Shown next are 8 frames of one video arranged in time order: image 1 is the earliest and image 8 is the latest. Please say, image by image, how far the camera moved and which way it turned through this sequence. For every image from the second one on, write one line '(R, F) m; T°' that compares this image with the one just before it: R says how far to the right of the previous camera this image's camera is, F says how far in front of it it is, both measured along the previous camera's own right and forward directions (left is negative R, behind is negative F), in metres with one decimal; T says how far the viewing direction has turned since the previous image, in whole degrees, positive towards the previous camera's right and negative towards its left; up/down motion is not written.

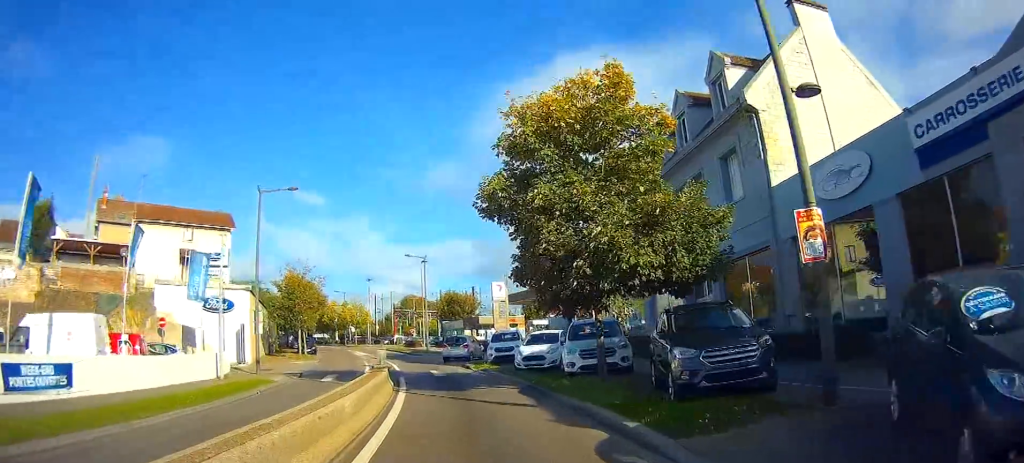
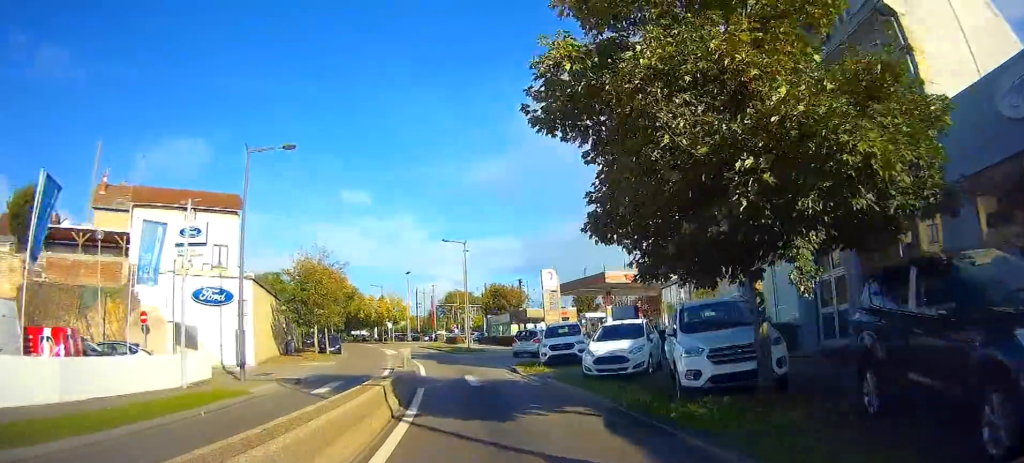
(-0.3, +6.5) m; -3°
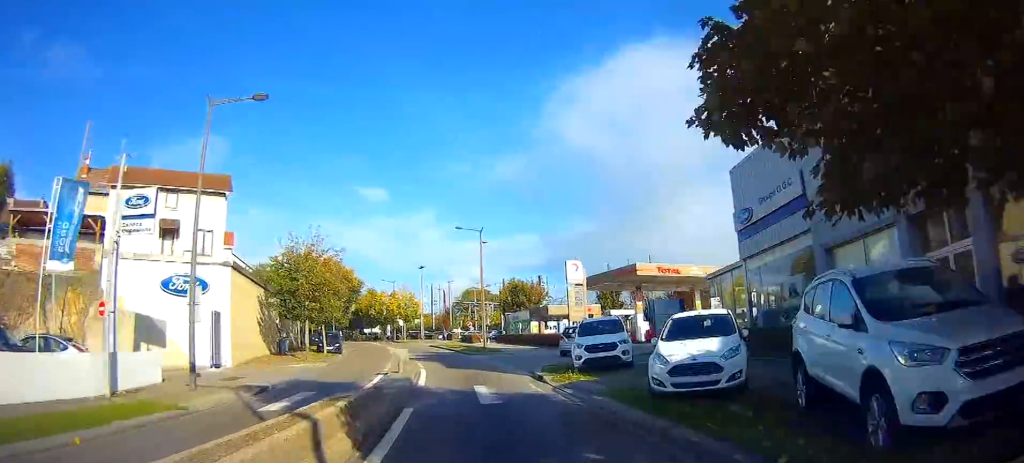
(-0.1, +5.1) m; -2°
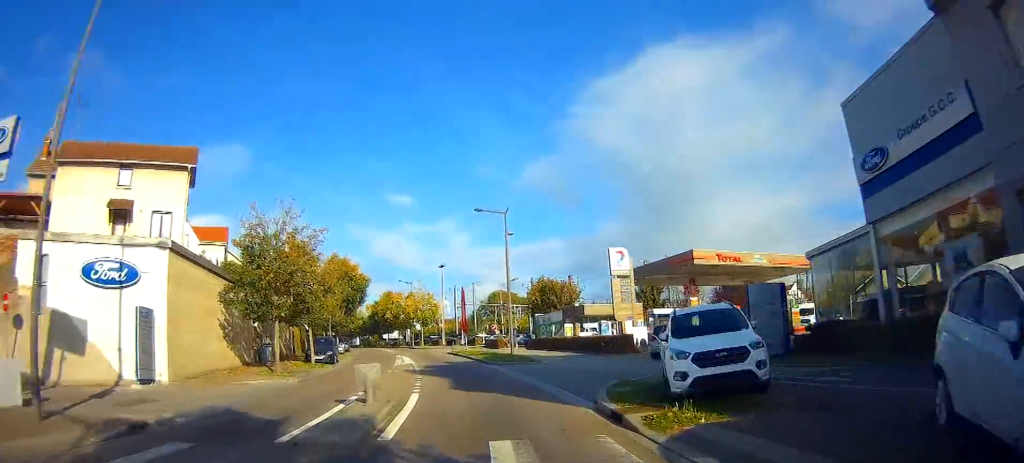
(-0.2, +7.9) m; -3°
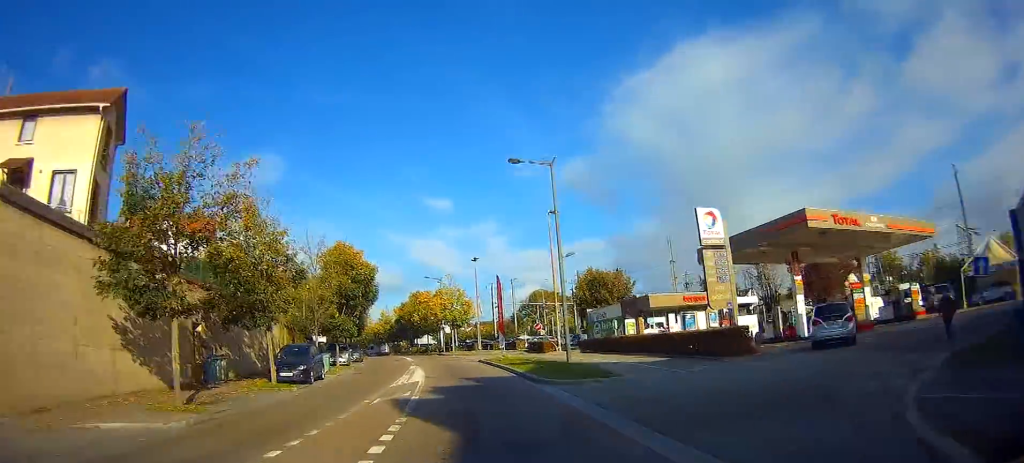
(-0.3, +10.6) m; -4°
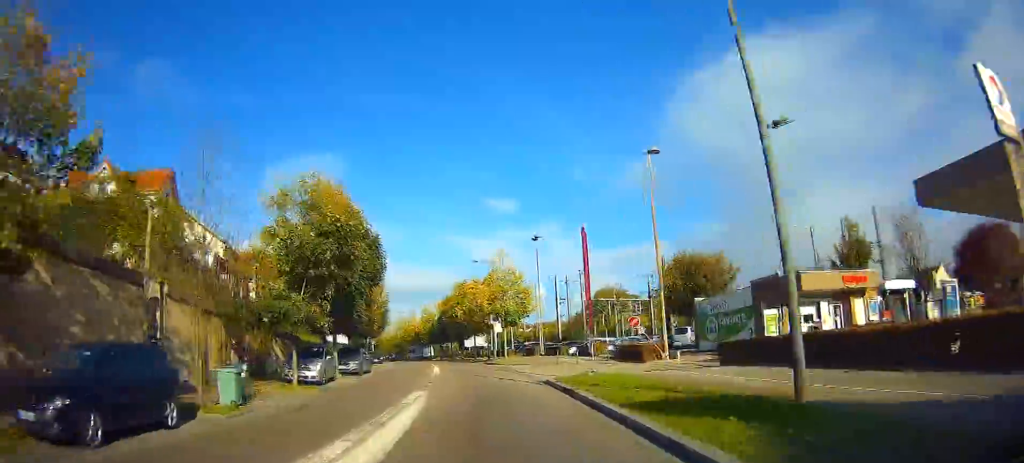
(-0.8, +15.6) m; -6°
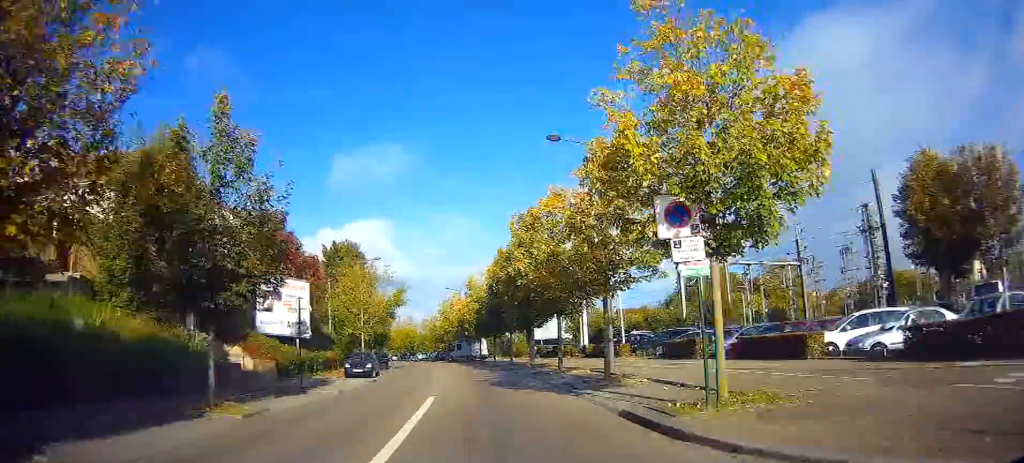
(-2.7, +30.8) m; -8°
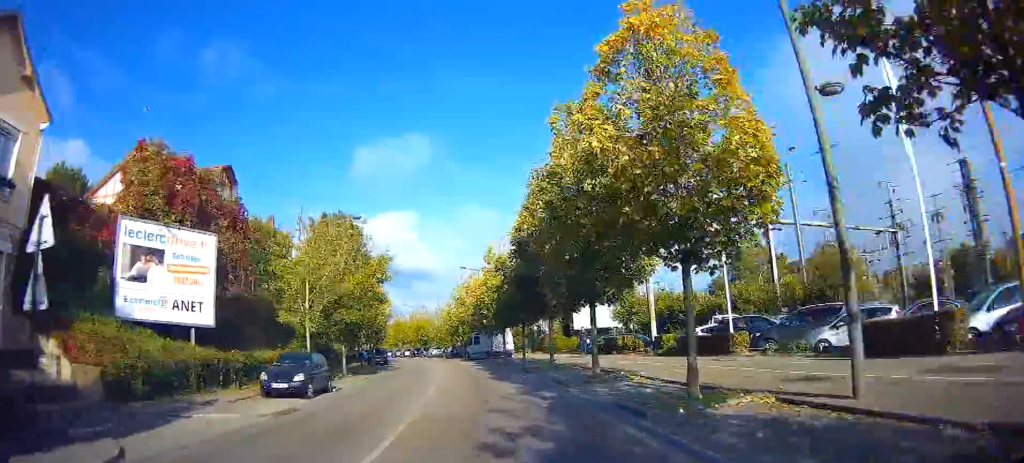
(-0.1, +14.5) m; -2°
